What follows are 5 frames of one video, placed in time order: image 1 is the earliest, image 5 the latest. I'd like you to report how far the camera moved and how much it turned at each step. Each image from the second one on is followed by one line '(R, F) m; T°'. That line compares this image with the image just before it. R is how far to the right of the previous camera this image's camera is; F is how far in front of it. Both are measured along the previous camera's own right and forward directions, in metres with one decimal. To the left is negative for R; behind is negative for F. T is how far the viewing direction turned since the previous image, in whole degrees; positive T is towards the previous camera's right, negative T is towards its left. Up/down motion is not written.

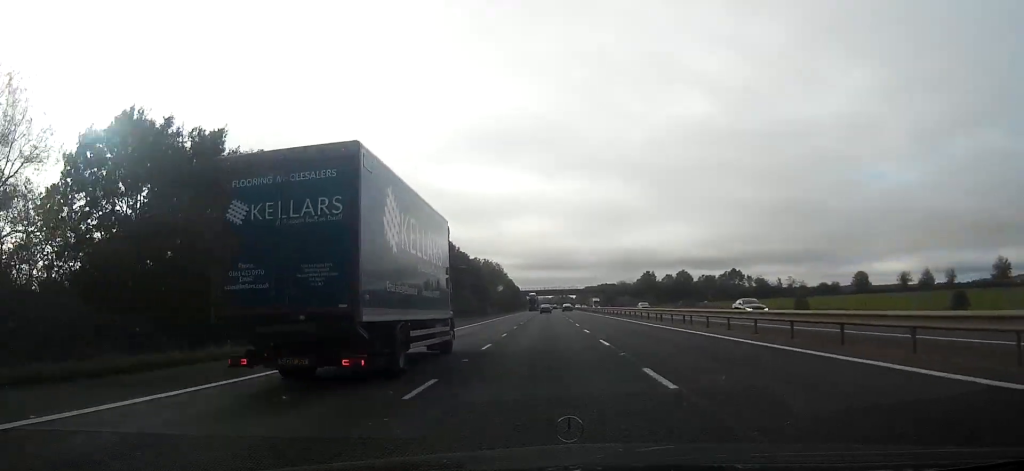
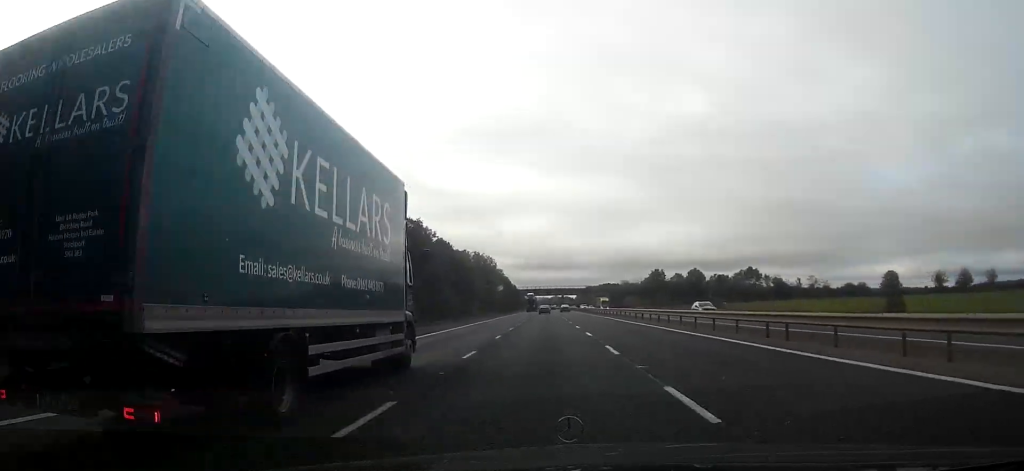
(0.0, +20.5) m; 0°
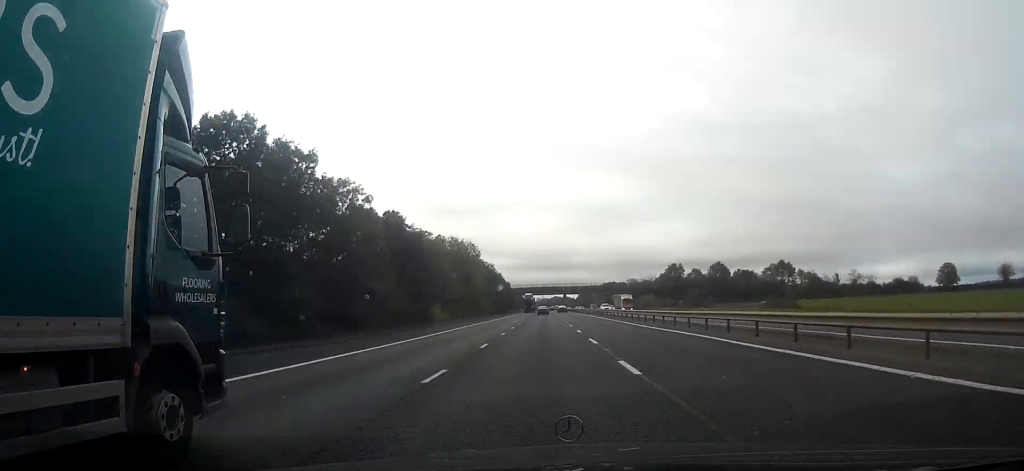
(-0.1, +31.3) m; 0°
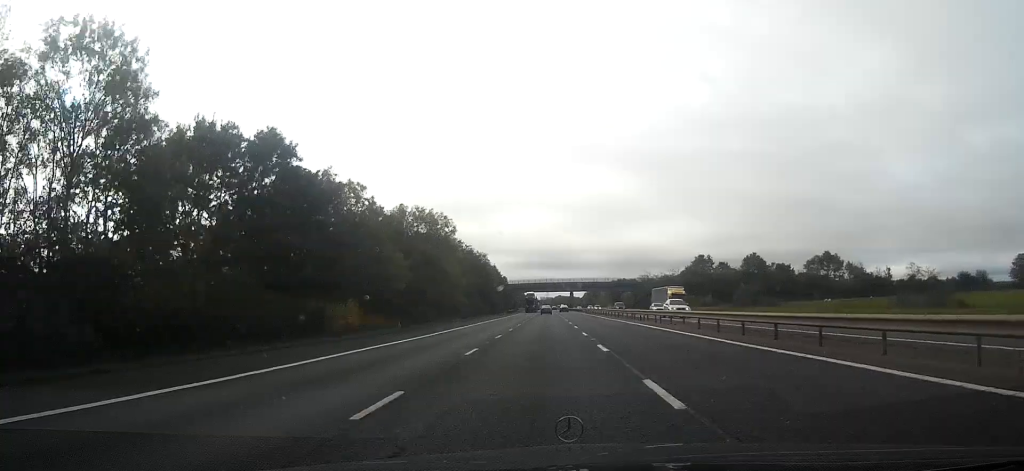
(0.0, +30.2) m; 0°
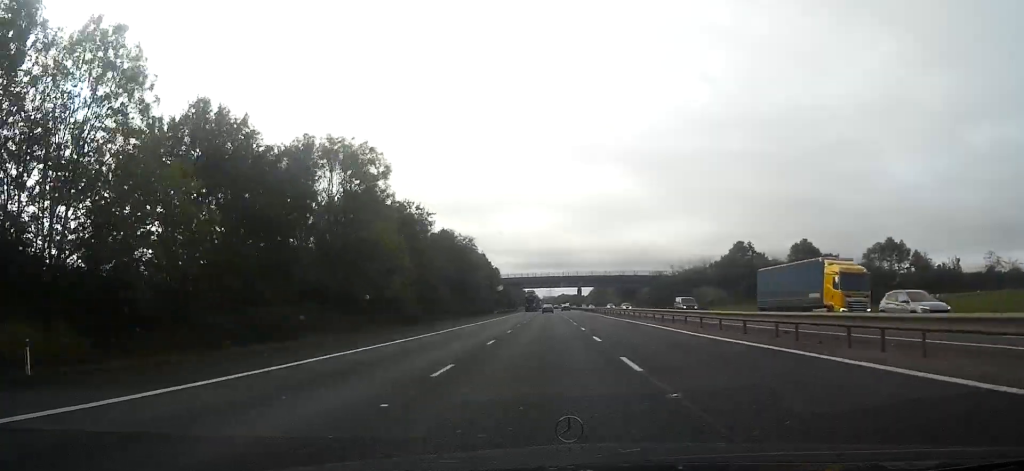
(-0.2, +31.6) m; 0°
